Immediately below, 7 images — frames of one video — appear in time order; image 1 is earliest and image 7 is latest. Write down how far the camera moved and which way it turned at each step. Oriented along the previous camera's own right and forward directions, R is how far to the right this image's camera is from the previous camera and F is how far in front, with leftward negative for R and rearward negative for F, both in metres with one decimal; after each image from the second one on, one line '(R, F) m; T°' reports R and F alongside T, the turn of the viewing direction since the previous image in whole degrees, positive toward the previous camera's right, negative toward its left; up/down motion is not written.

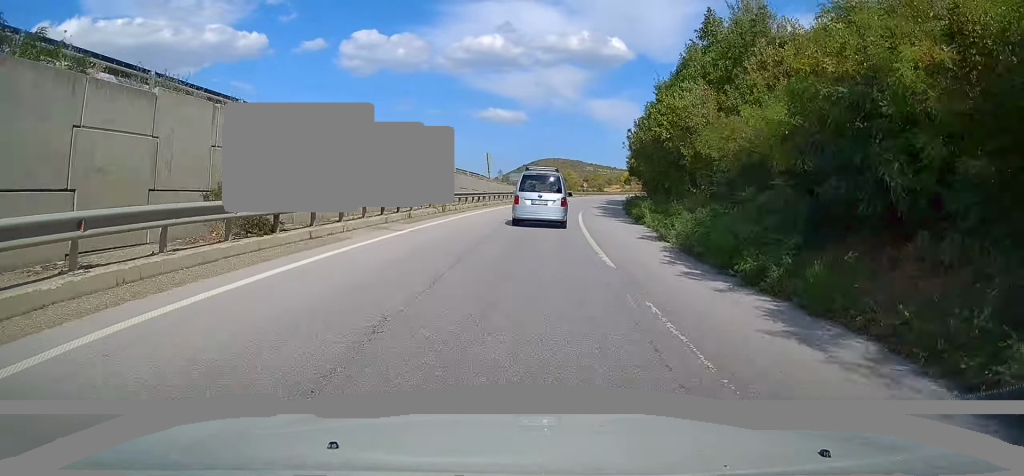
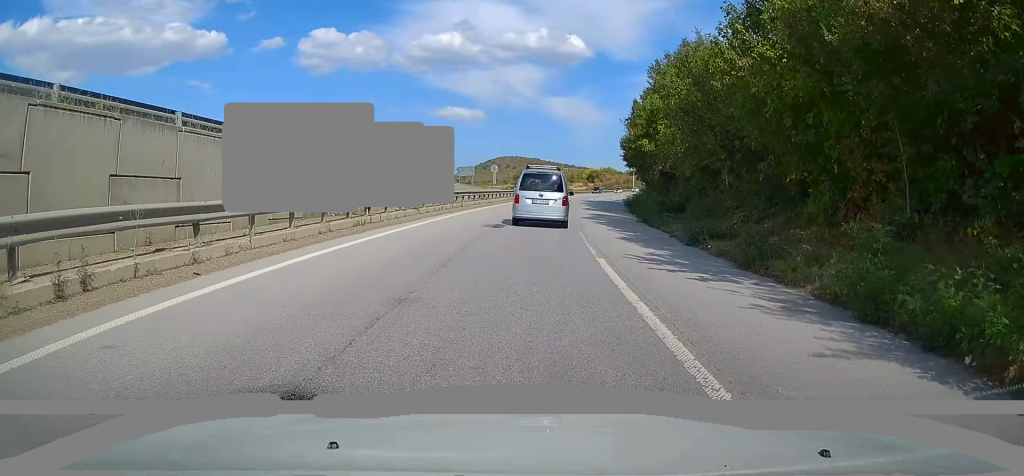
(+0.5, +22.5) m; +3°
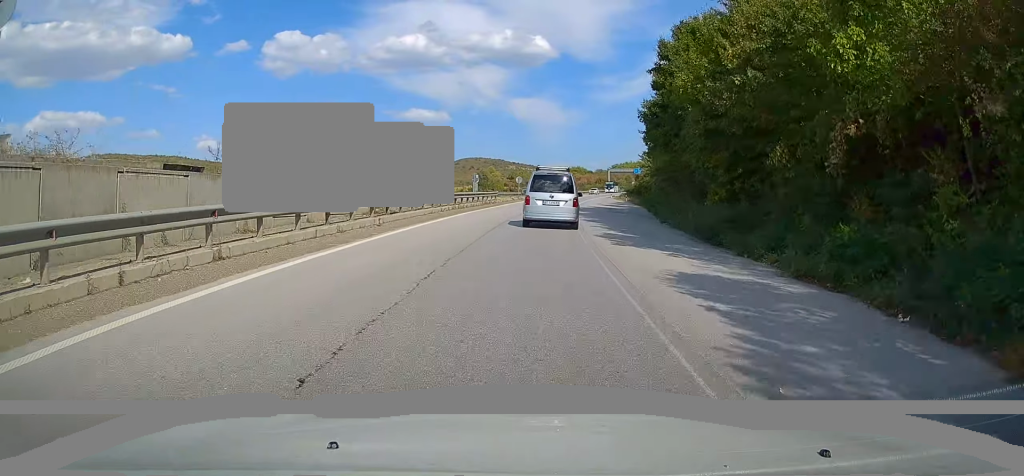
(+1.1, +25.4) m; +5°
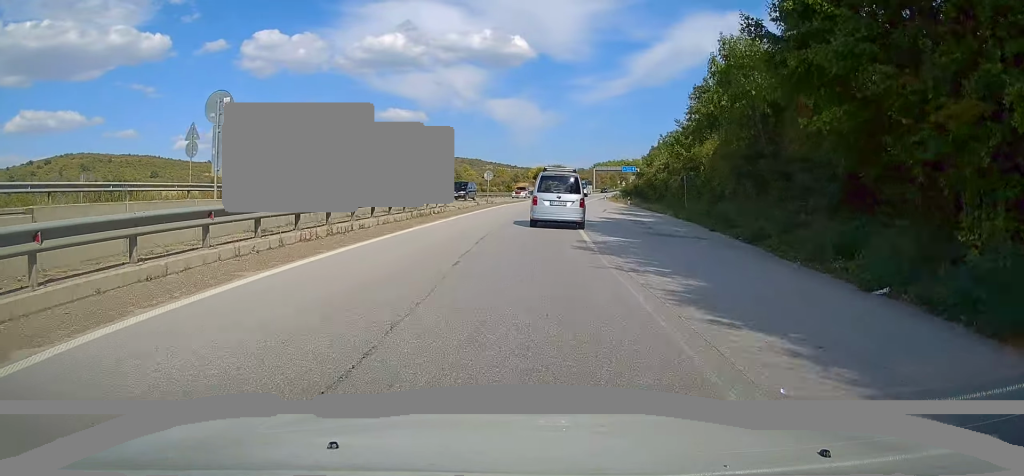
(0.0, +20.2) m; 0°
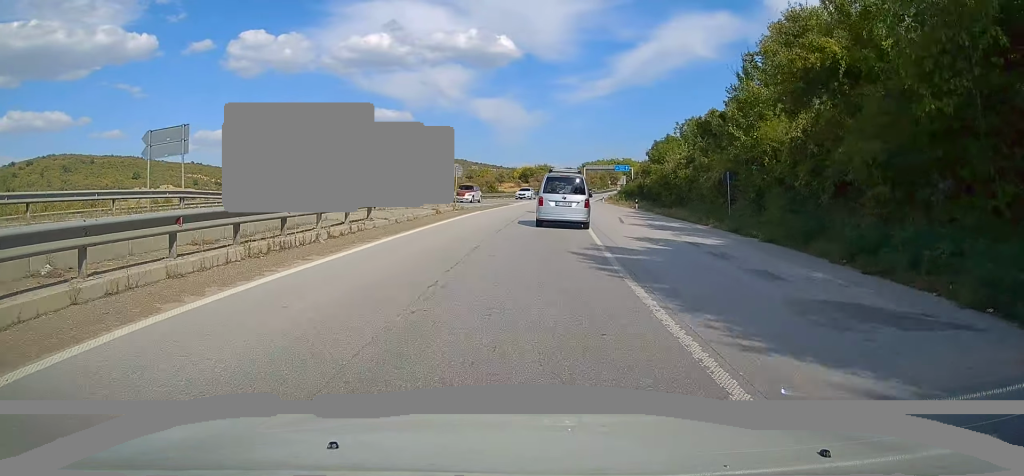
(-0.1, +13.2) m; +2°
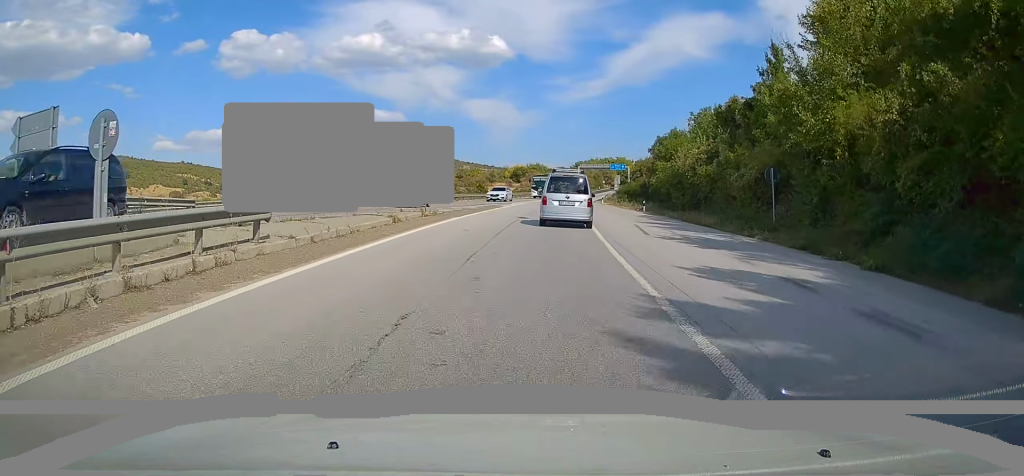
(+0.3, +7.4) m; +1°
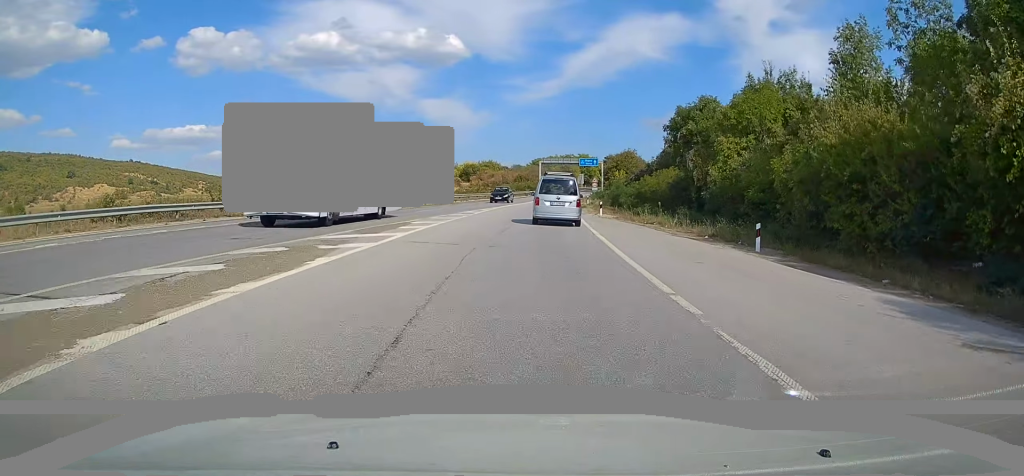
(+1.0, +31.8) m; +2°
